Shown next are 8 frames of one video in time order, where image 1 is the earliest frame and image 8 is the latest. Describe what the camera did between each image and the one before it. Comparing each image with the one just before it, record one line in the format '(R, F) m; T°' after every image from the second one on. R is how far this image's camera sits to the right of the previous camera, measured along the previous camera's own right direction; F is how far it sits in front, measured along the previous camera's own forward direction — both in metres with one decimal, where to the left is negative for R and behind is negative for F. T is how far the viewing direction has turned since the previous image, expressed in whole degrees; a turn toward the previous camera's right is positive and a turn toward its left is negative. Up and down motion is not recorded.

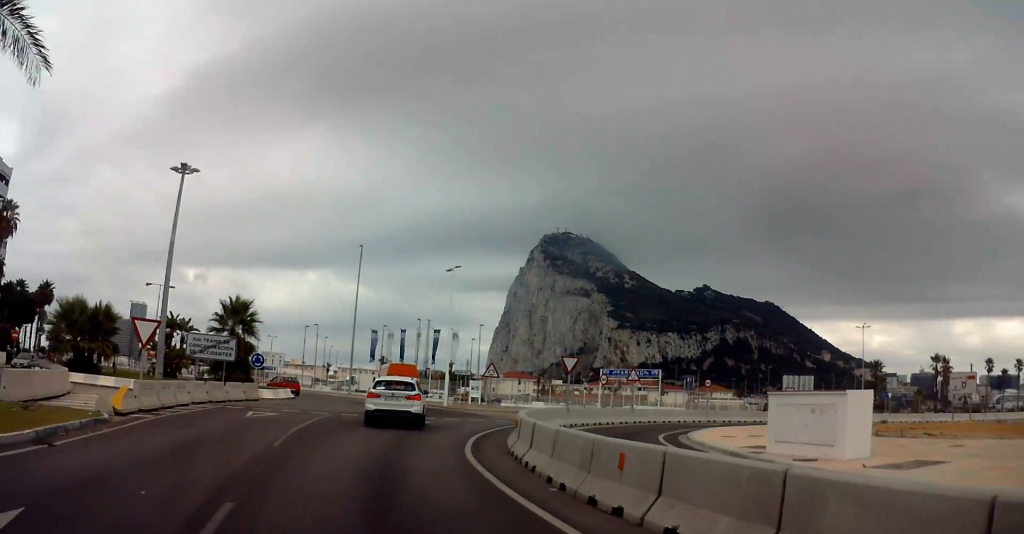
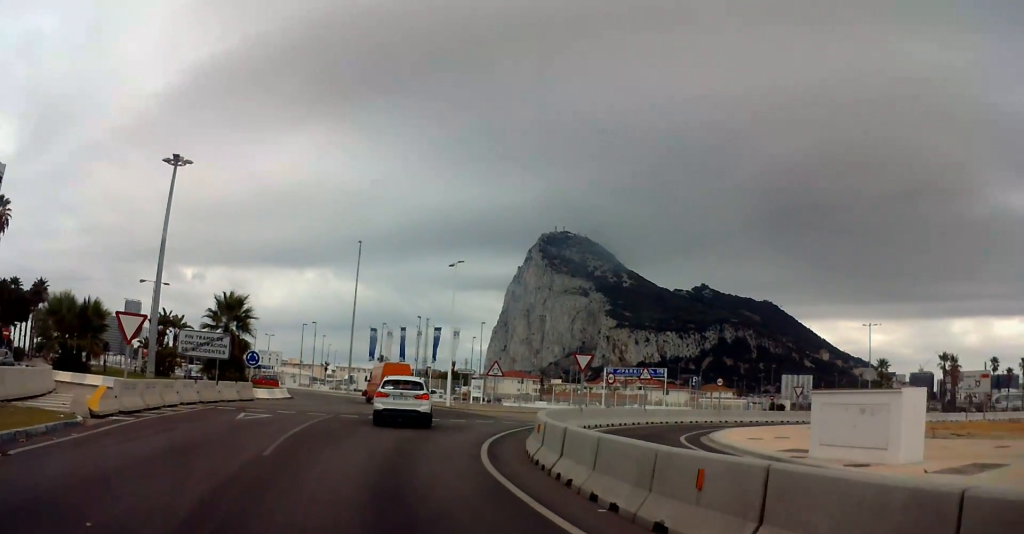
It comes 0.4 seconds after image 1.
(+0.1, +1.7) m; +1°
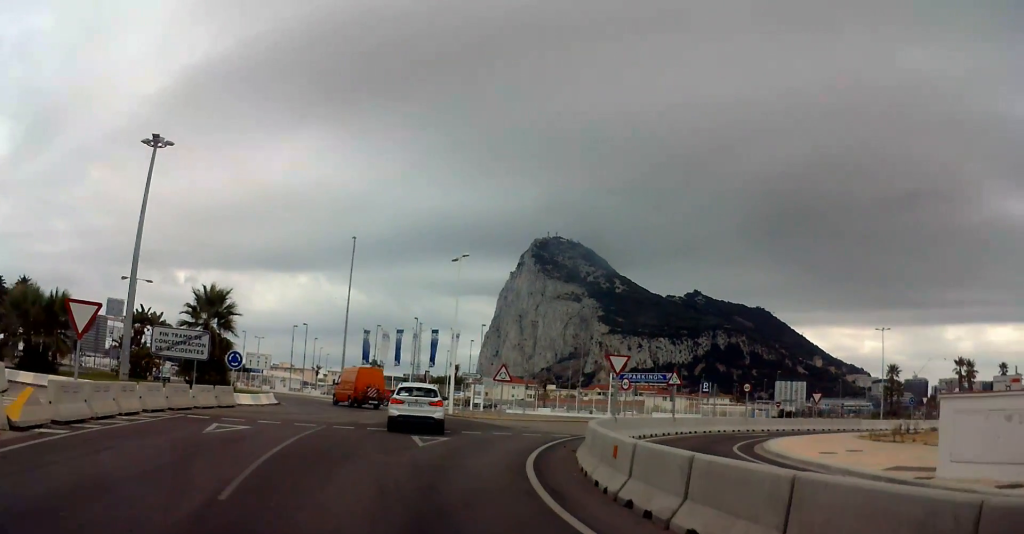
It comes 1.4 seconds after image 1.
(+0.3, +4.2) m; +4°
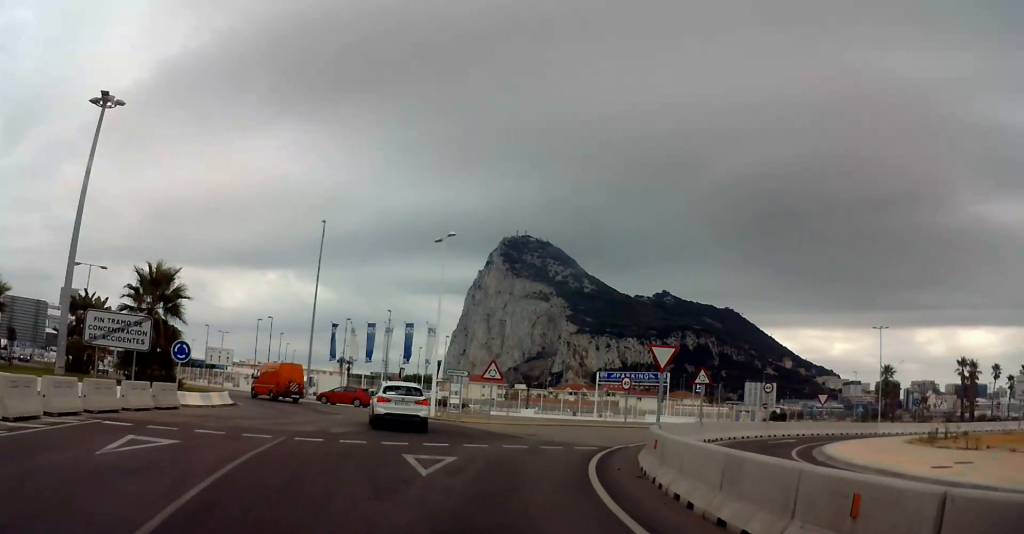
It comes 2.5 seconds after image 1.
(0.0, +5.3) m; 0°
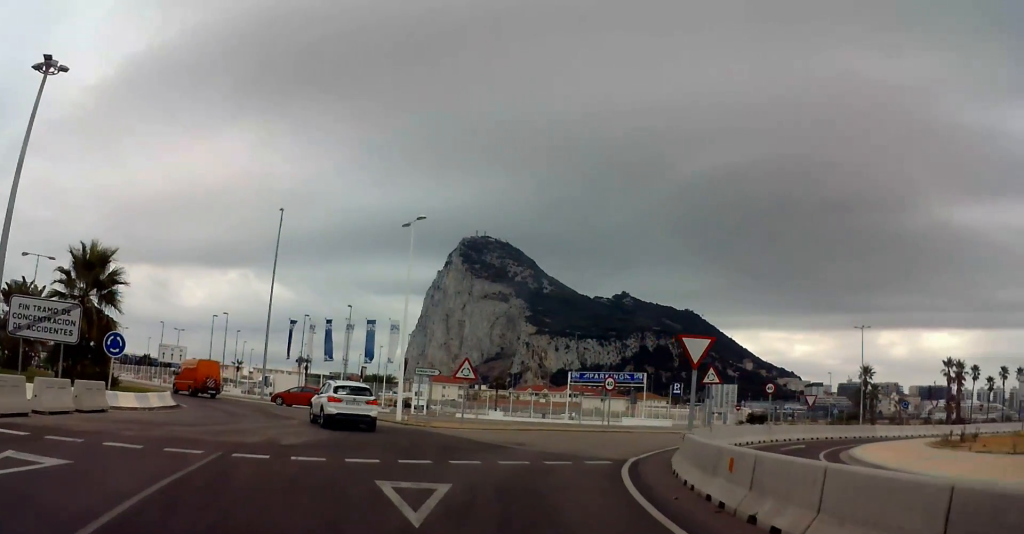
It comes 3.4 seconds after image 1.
(0.0, +4.1) m; 0°
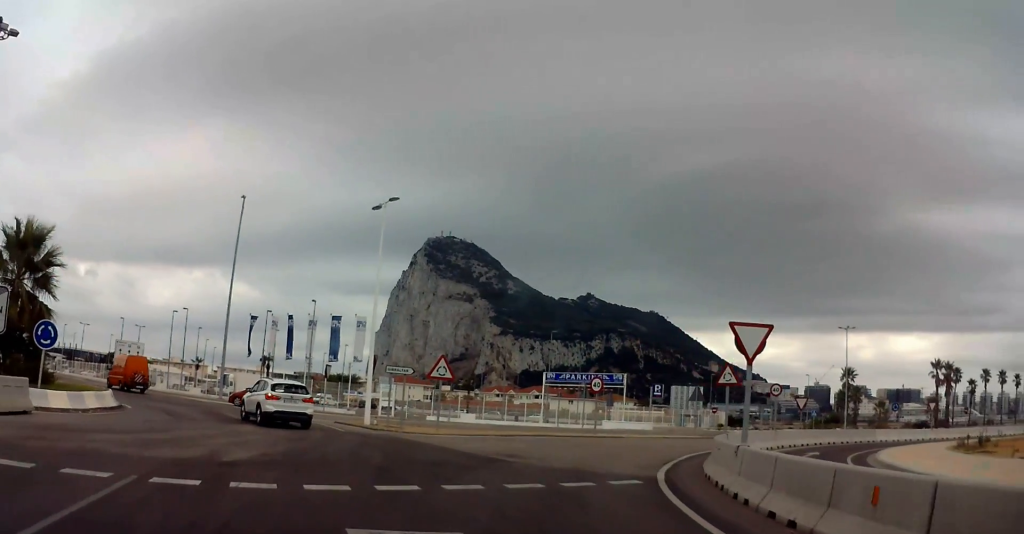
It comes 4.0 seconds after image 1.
(0.0, +3.2) m; 0°
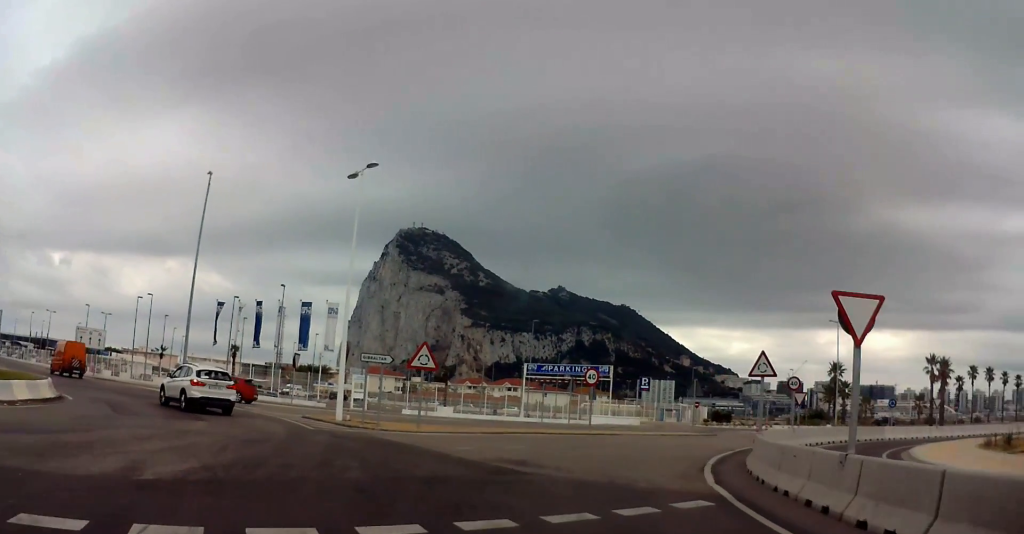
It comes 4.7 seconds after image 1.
(0.0, +3.4) m; 0°
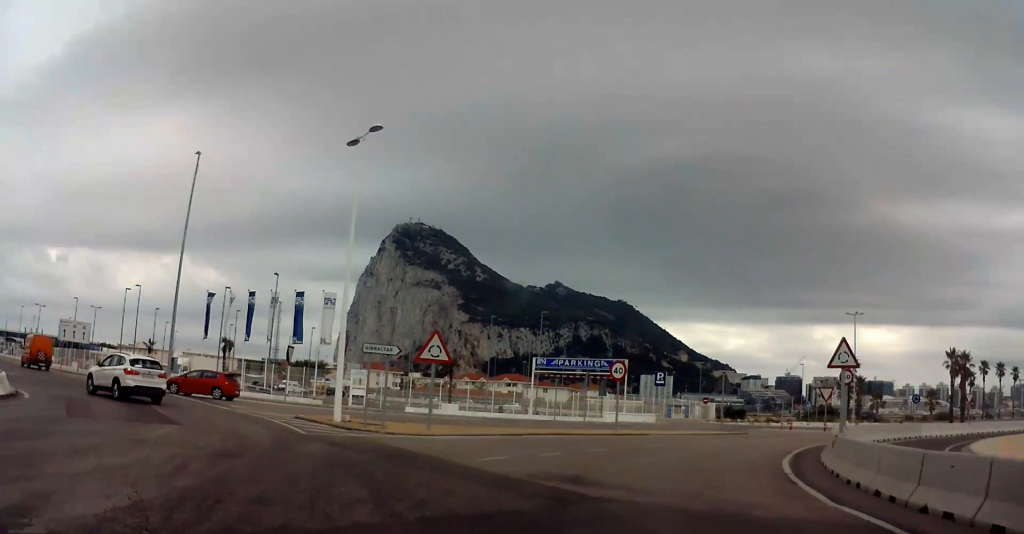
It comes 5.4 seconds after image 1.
(0.0, +3.4) m; 0°
